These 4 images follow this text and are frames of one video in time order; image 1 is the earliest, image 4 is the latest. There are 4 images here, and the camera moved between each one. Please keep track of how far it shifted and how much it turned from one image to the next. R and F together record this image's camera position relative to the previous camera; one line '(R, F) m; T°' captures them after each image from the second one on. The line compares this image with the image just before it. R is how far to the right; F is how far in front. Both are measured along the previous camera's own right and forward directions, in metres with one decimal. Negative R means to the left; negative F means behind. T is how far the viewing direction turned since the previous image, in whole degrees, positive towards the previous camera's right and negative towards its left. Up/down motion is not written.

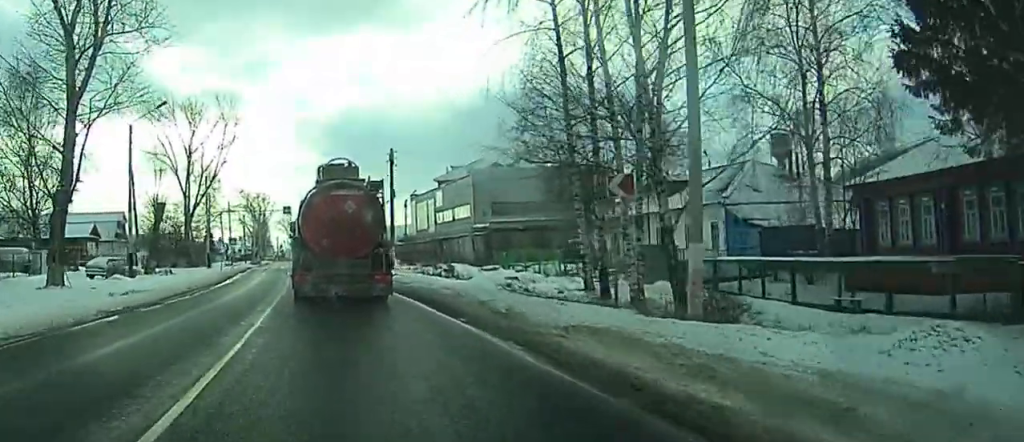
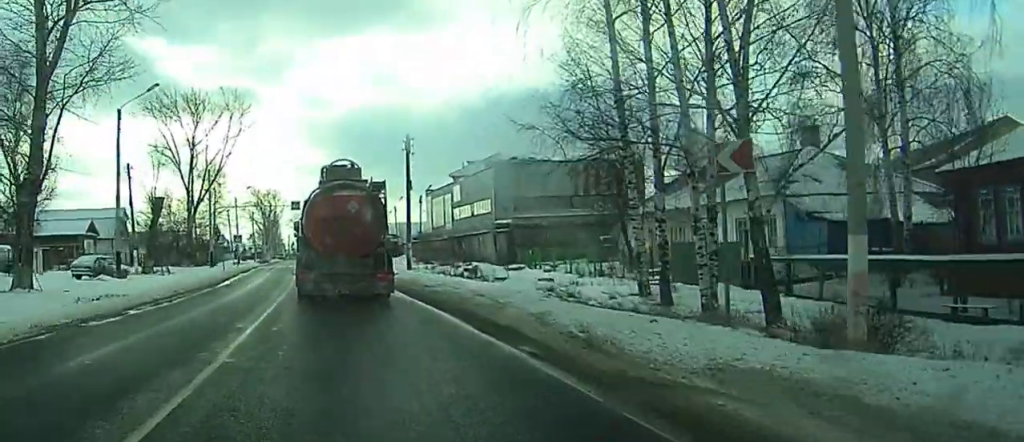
(0.0, +5.4) m; 0°
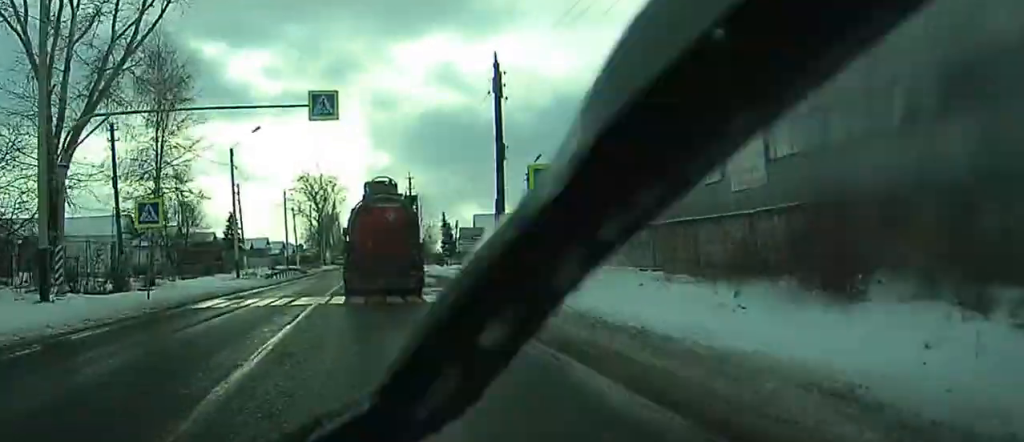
(-12.5, +64.6) m; -14°
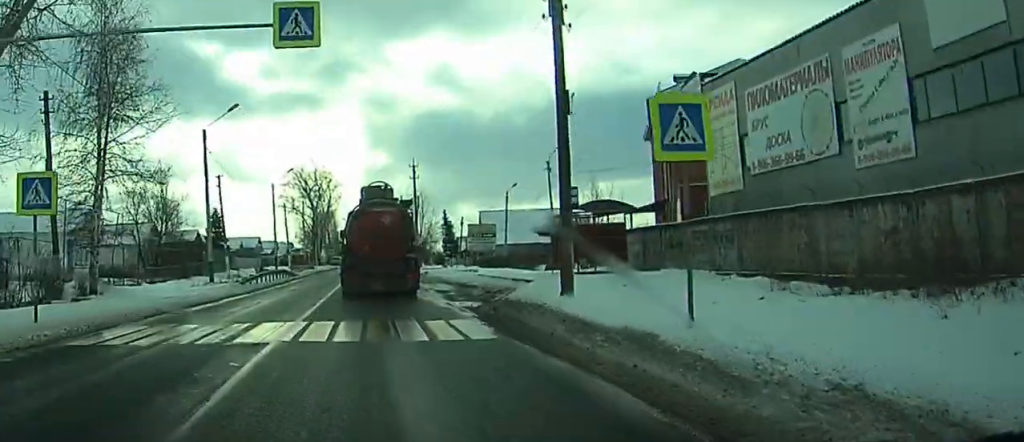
(+0.3, +10.8) m; 0°
